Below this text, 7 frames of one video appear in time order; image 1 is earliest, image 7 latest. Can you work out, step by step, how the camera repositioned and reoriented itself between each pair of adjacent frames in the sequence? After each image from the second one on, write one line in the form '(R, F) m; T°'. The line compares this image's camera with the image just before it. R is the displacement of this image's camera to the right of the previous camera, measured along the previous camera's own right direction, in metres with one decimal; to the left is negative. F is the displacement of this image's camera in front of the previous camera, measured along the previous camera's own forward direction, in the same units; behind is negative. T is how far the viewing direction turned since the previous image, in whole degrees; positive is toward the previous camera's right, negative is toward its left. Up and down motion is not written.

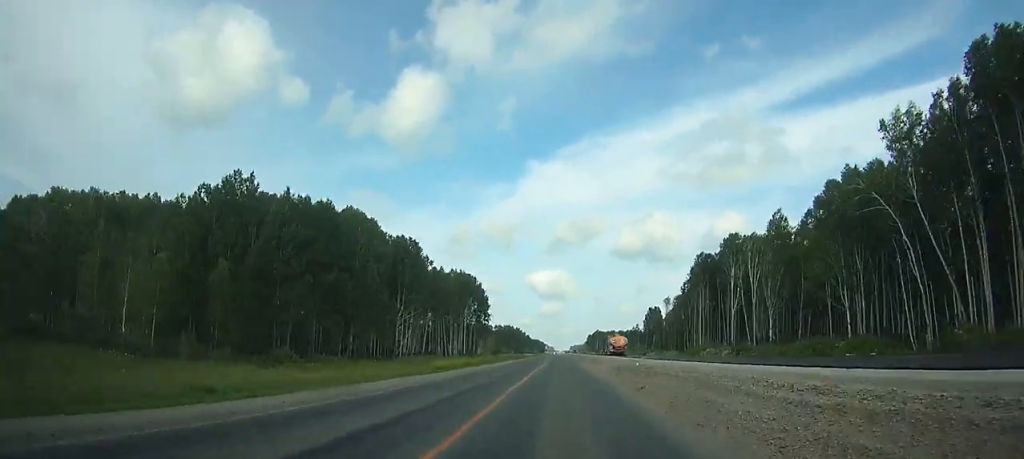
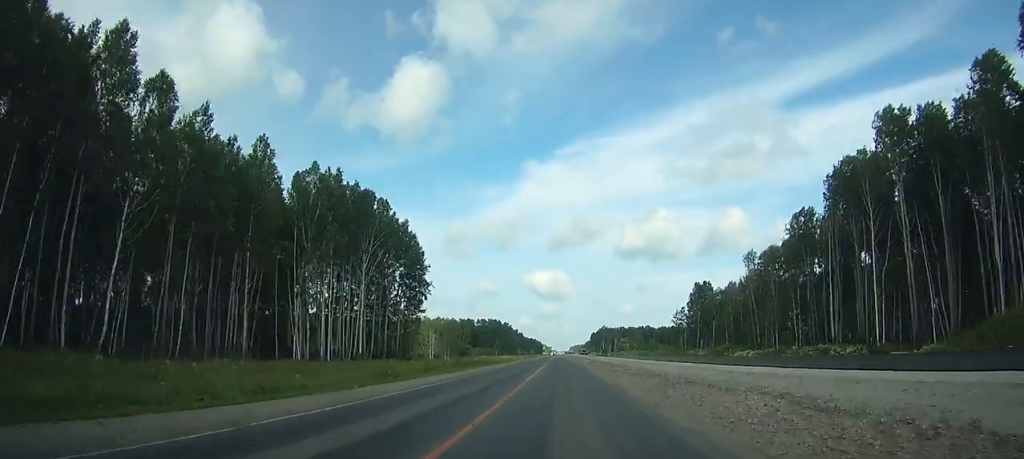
(+0.9, +97.5) m; +1°
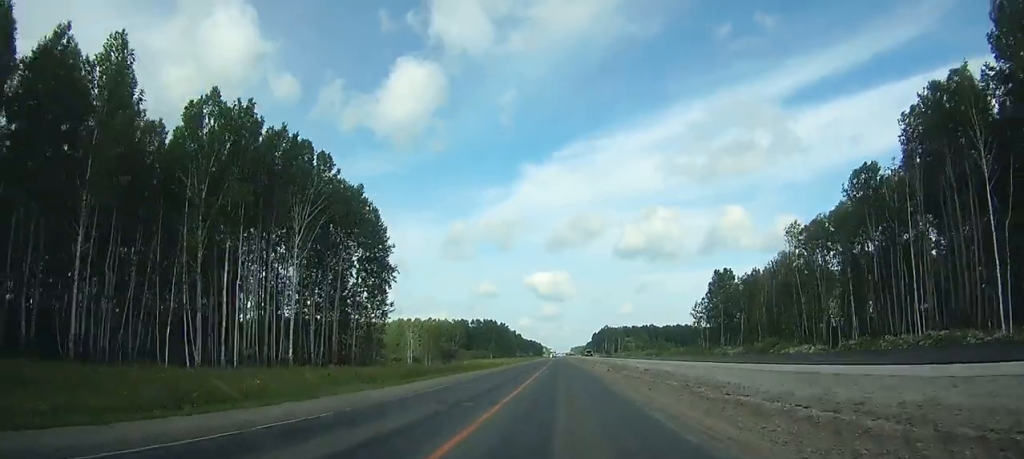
(-0.1, +23.3) m; 0°
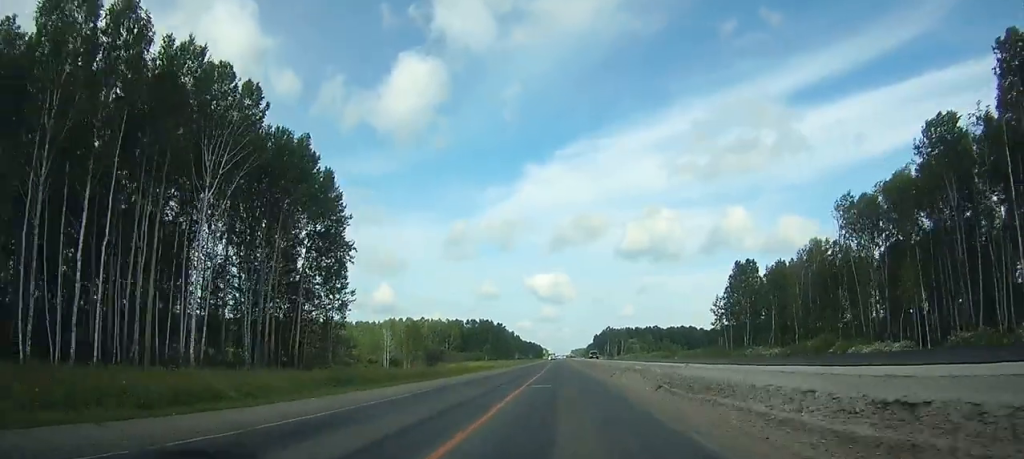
(-0.1, +18.6) m; 0°
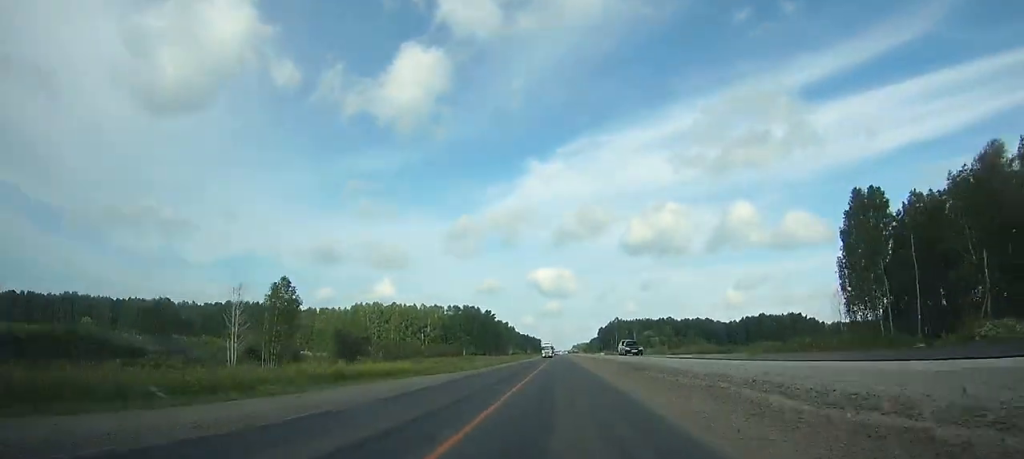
(0.0, +61.6) m; 0°
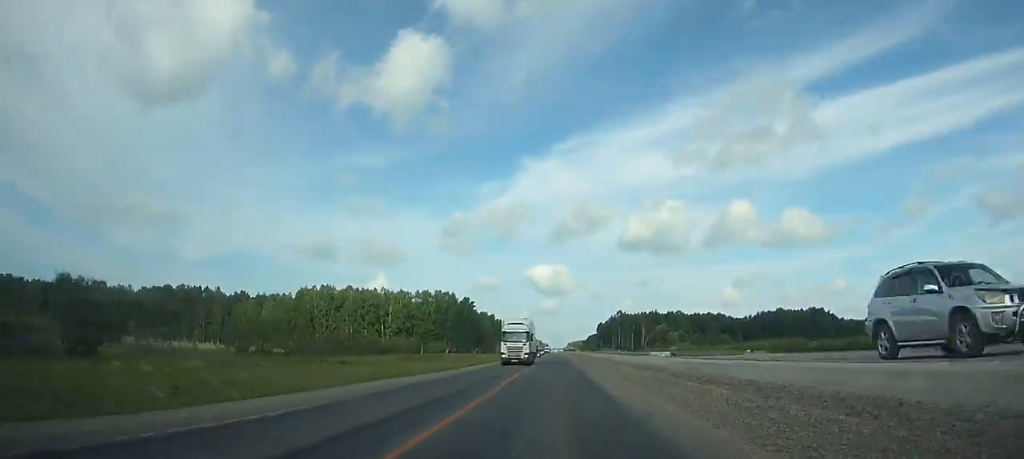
(+0.2, +54.9) m; 0°
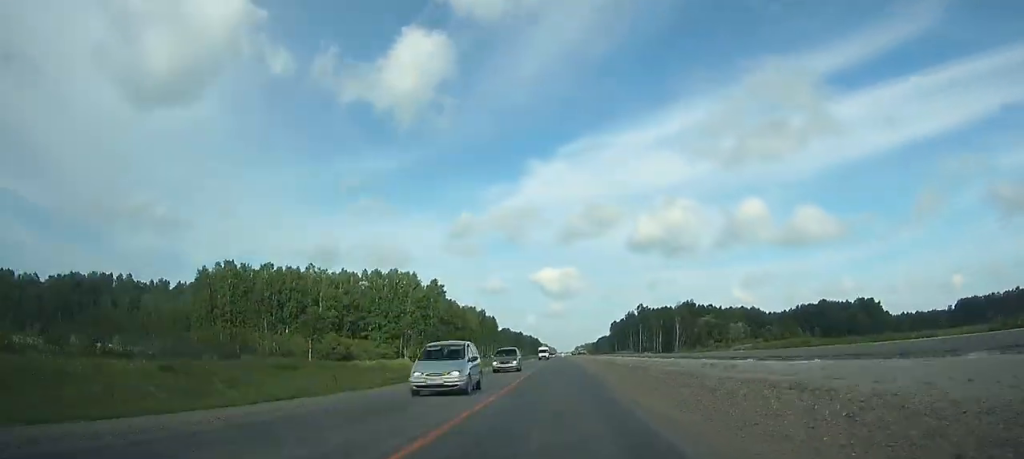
(0.0, +66.5) m; 0°
